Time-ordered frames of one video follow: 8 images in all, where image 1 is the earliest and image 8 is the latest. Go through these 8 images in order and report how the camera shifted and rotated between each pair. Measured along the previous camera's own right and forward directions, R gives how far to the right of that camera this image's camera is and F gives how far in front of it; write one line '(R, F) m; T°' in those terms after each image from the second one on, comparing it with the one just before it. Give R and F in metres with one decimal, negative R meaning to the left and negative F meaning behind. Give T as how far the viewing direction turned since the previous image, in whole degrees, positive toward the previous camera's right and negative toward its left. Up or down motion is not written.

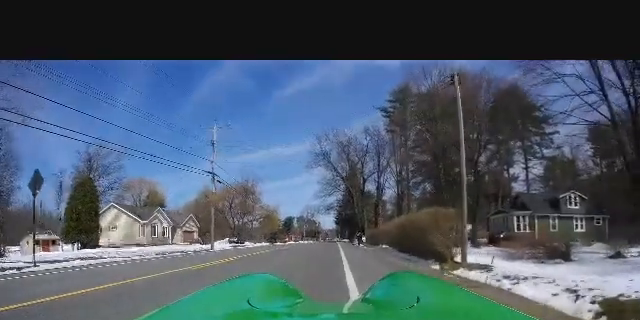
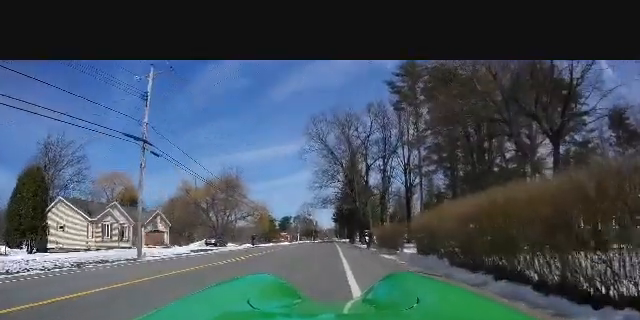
(+0.3, +10.8) m; +2°
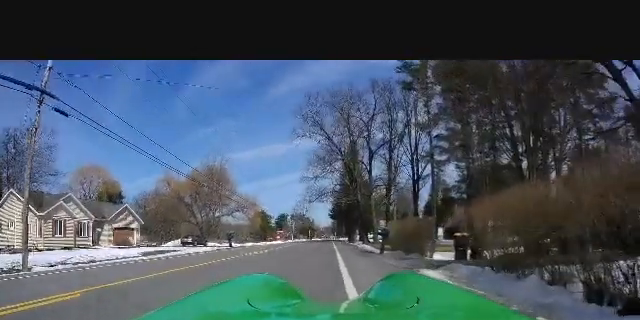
(-0.1, +7.8) m; -1°
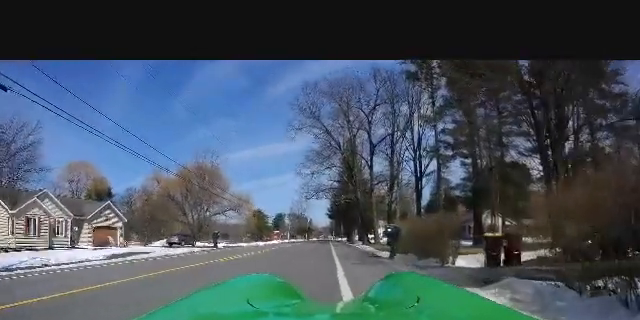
(0.0, +3.4) m; 0°
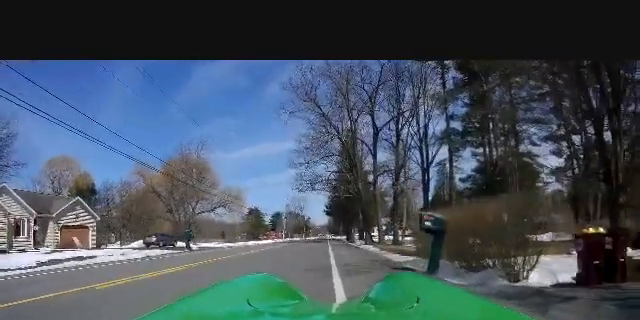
(0.0, +5.2) m; -1°
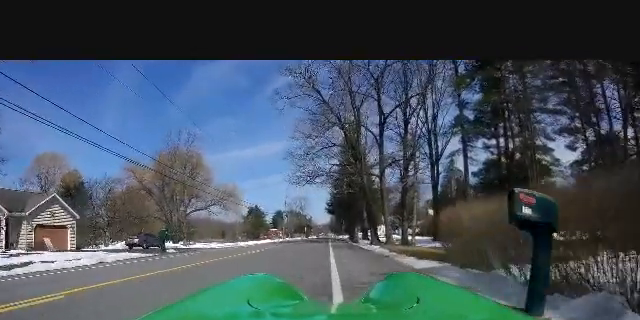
(+0.1, +3.8) m; -1°
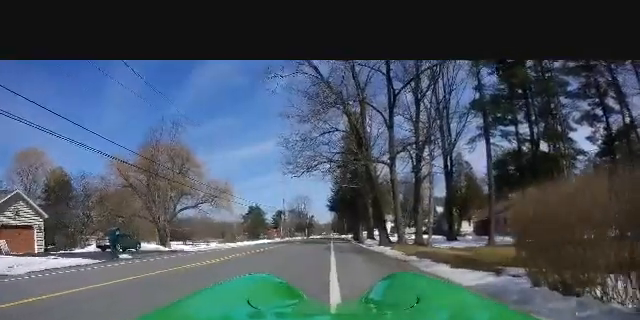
(-0.2, +4.7) m; +1°
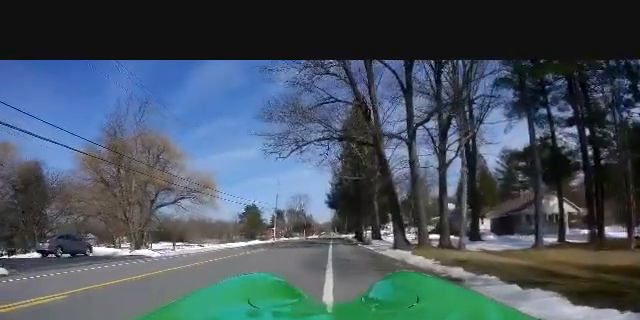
(+0.3, +7.1) m; +3°
